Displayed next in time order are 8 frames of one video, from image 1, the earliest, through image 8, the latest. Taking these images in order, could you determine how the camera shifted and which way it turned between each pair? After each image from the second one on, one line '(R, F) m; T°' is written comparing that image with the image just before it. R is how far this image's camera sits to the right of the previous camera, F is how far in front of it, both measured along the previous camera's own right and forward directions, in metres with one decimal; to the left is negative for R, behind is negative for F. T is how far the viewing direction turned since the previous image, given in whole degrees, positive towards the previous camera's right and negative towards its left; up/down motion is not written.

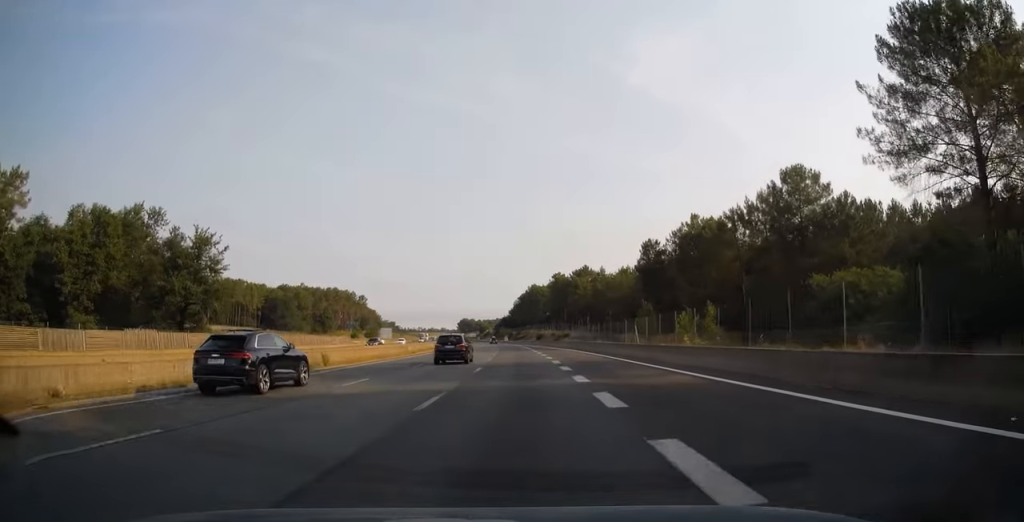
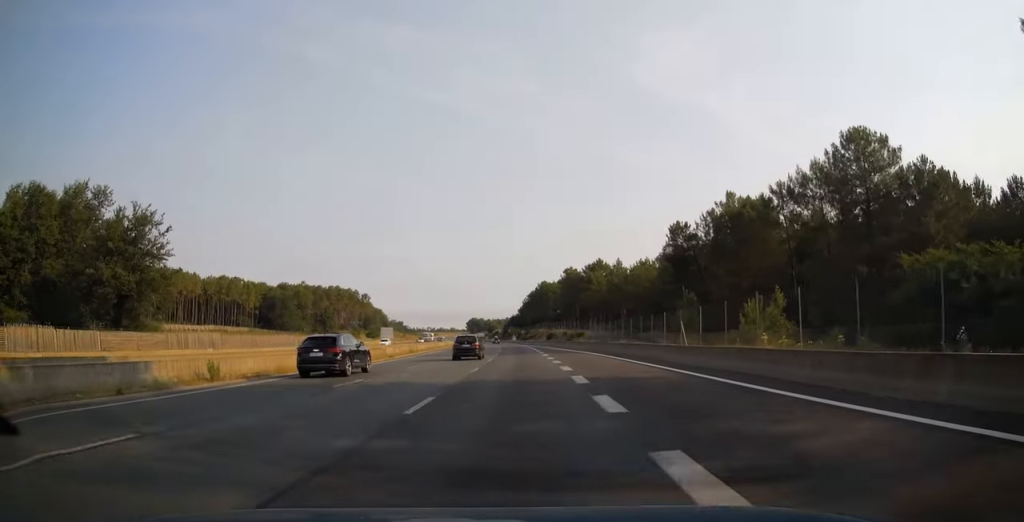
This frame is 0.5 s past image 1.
(-0.1, +13.9) m; -1°
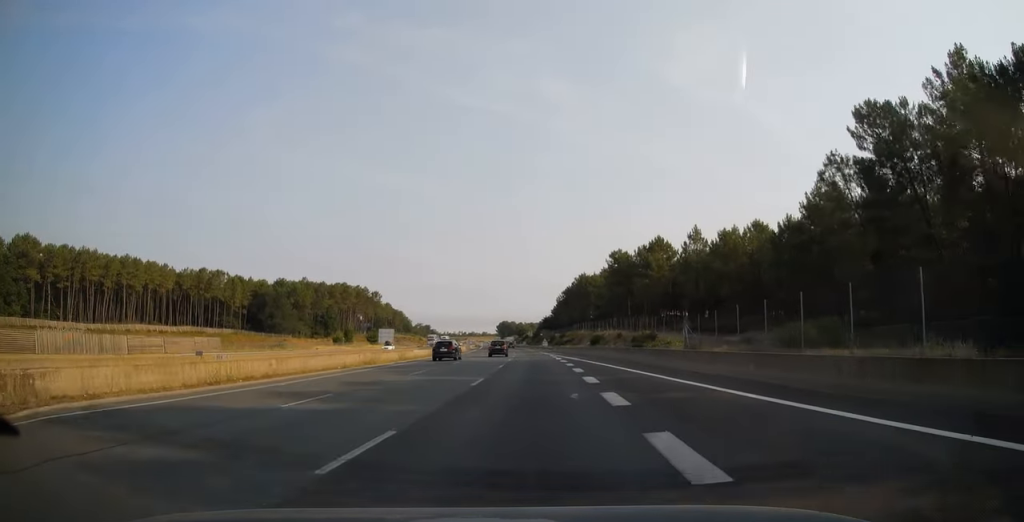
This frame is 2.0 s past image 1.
(-1.3, +44.7) m; -3°
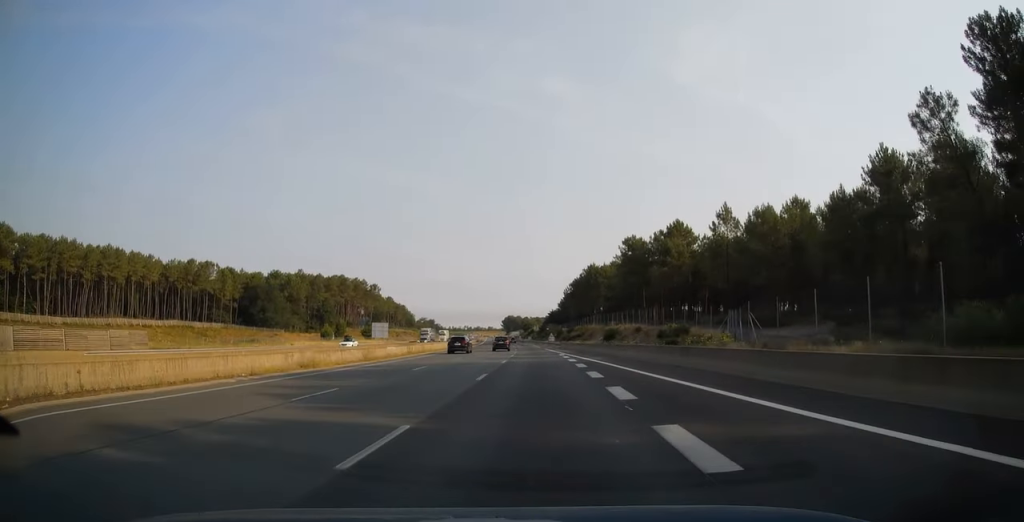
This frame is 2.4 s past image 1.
(0.0, +12.9) m; -1°
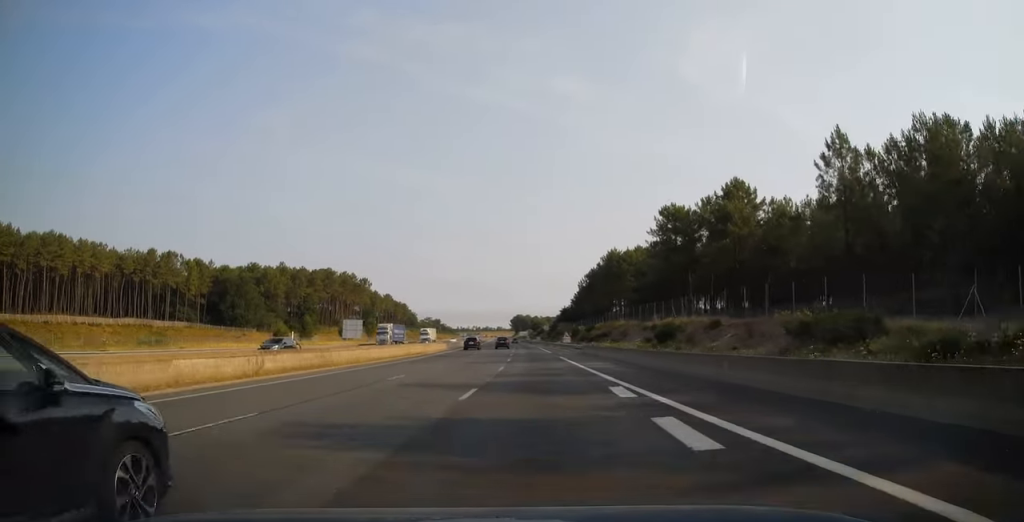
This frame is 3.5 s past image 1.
(-0.5, +31.8) m; -1°
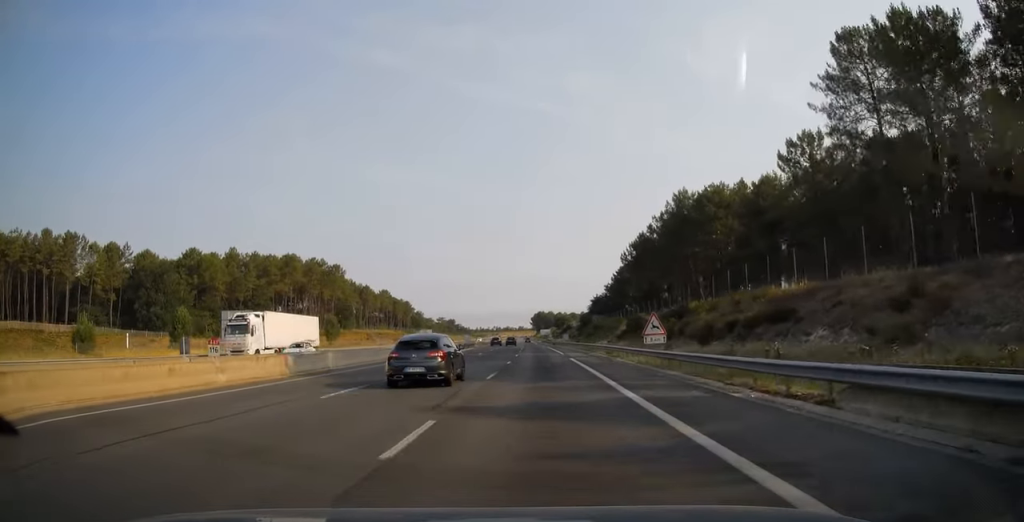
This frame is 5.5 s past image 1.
(-1.0, +59.7) m; -2°
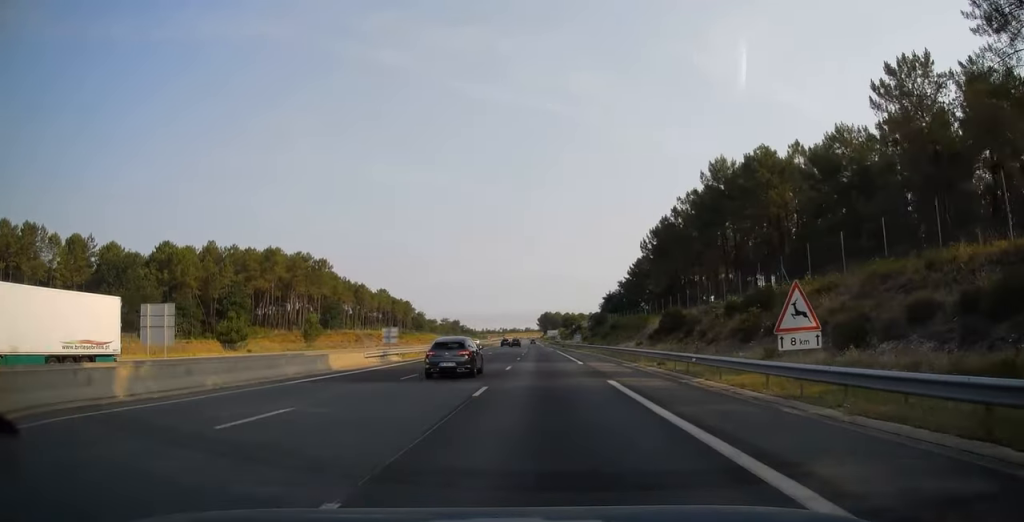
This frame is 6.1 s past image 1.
(-0.2, +18.3) m; -1°
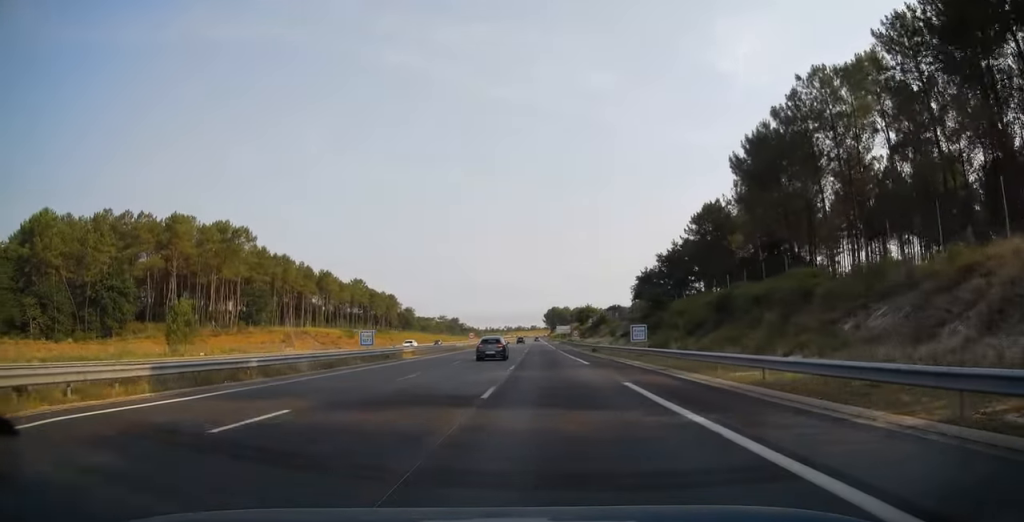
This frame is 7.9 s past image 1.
(-0.3, +53.4) m; 0°
